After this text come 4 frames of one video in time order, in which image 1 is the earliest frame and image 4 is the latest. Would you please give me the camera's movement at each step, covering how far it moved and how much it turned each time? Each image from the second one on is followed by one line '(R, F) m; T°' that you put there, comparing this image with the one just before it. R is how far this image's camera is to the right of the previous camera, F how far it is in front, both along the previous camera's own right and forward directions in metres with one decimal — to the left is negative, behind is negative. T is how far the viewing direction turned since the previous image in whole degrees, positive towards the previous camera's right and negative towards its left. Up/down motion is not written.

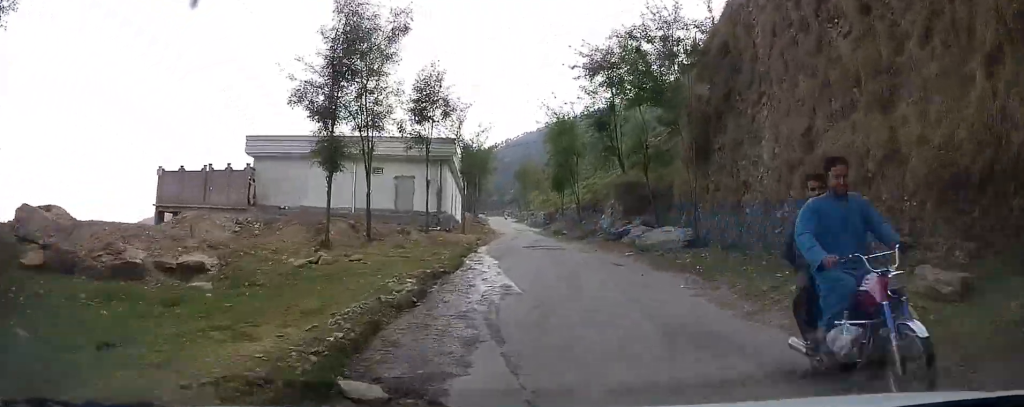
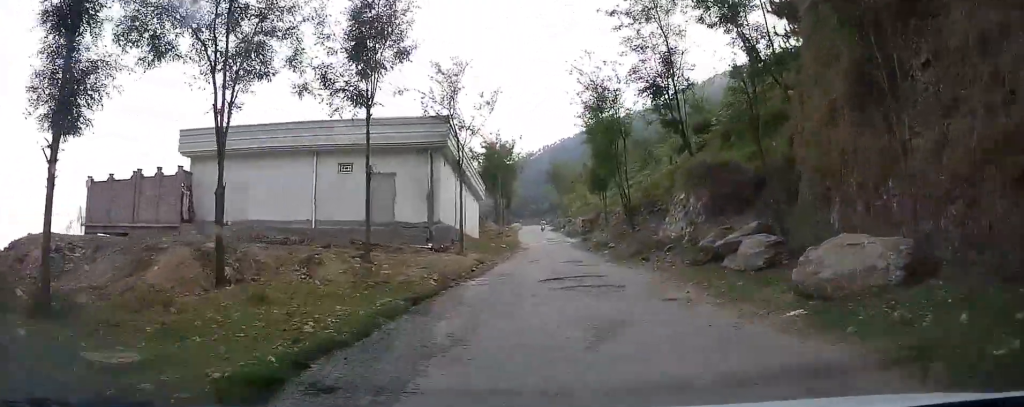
(-0.7, +12.1) m; -4°
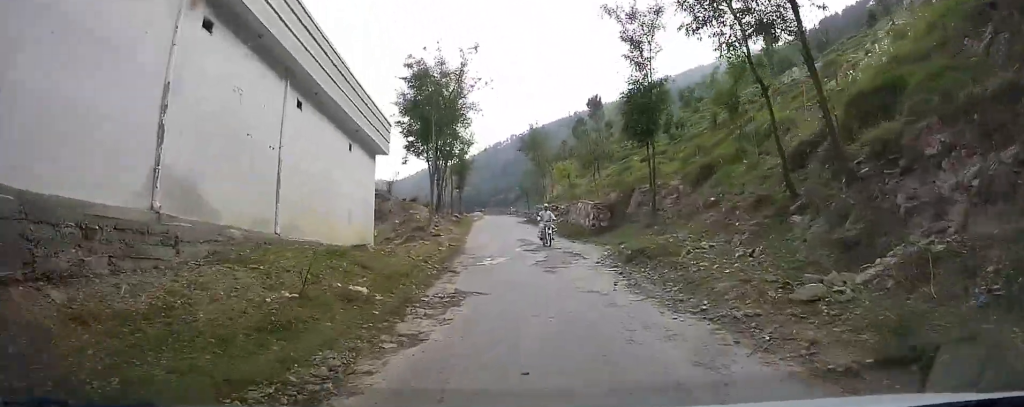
(+1.2, +25.2) m; +5°
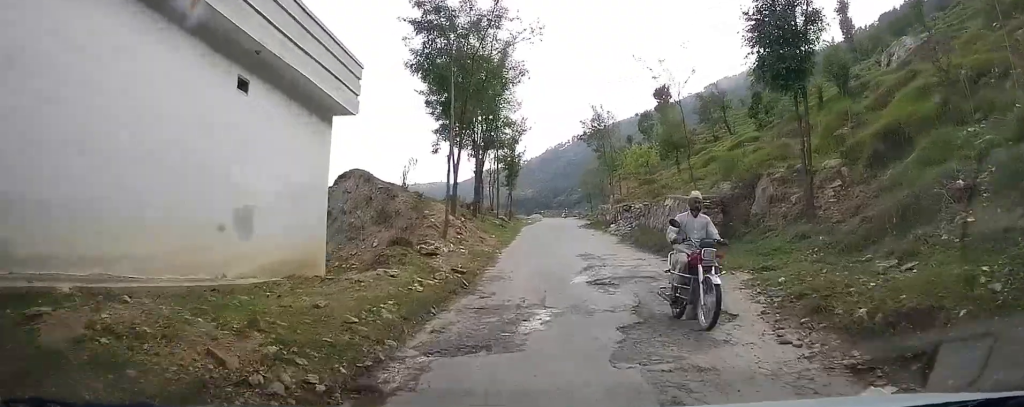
(+0.1, +9.1) m; -3°
